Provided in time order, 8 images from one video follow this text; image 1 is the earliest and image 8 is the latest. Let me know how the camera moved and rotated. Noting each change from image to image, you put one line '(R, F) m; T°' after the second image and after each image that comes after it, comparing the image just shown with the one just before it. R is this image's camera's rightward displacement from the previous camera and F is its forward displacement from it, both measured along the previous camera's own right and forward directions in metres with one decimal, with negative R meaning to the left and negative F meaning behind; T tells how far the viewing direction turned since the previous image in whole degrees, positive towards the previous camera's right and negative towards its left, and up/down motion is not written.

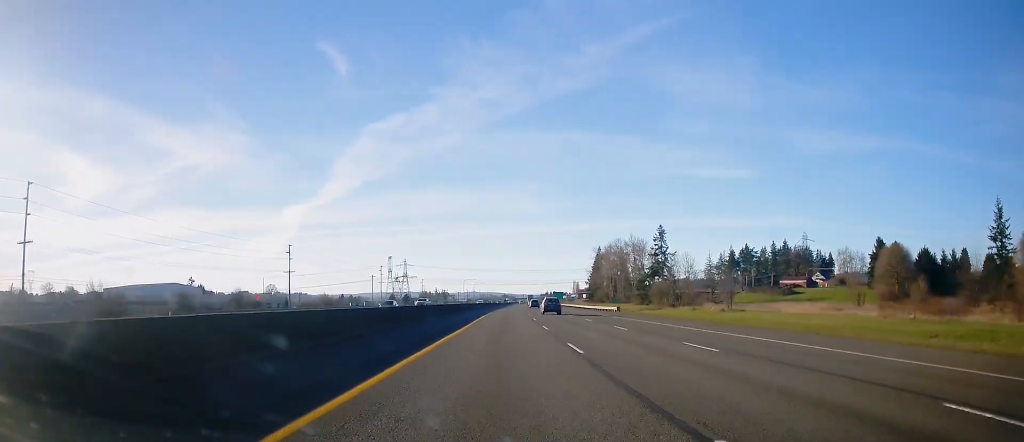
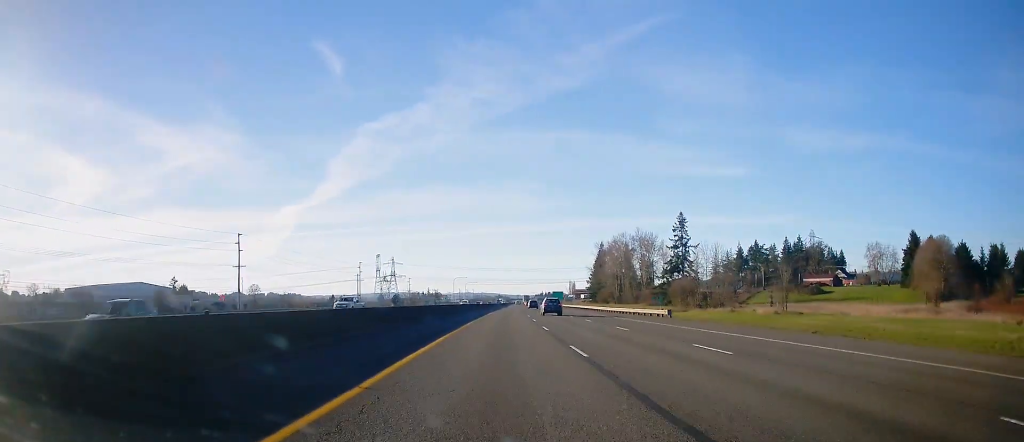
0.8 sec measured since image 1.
(-0.1, +25.6) m; 0°
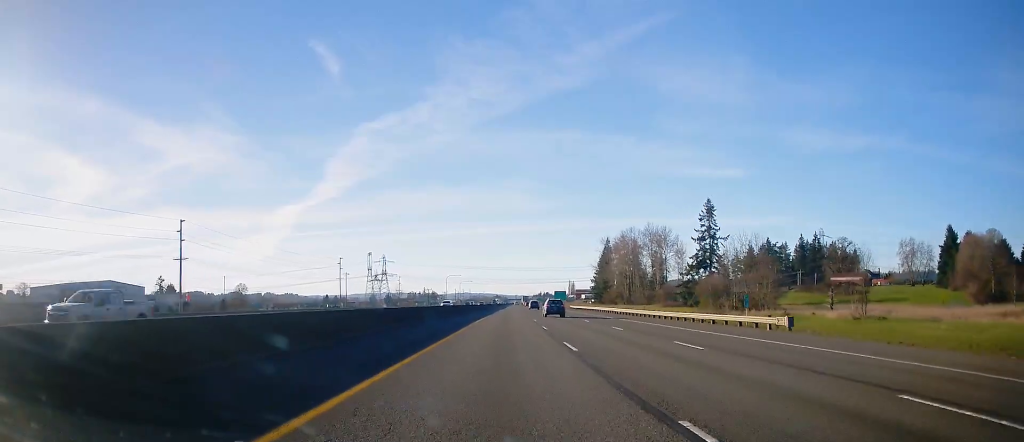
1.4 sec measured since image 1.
(0.0, +22.3) m; 0°
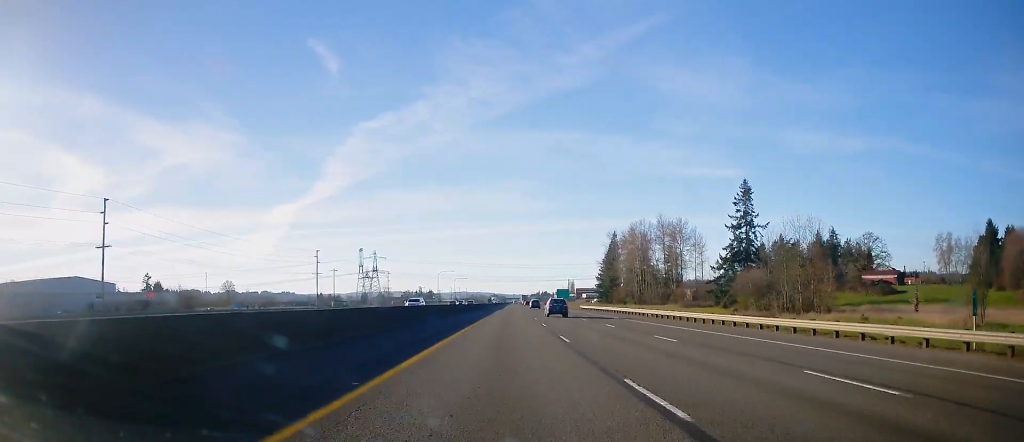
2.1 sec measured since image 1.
(+0.1, +21.2) m; +1°
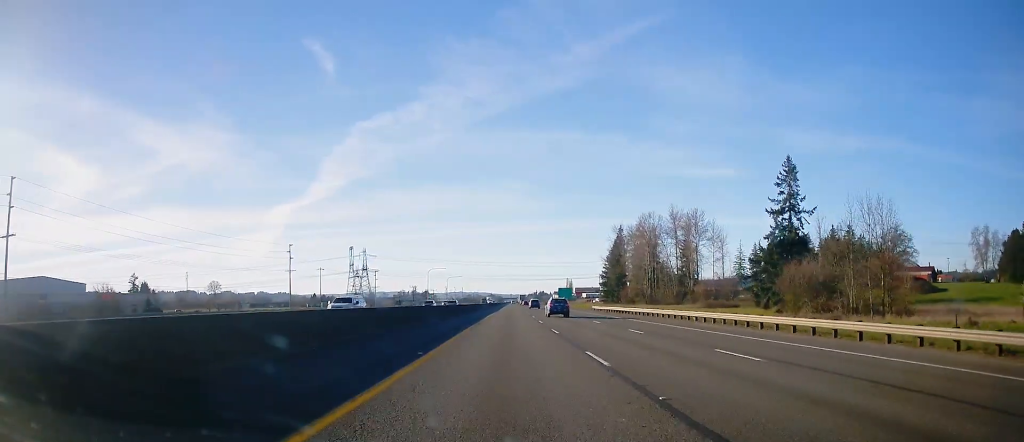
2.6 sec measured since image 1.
(+0.1, +19.0) m; 0°
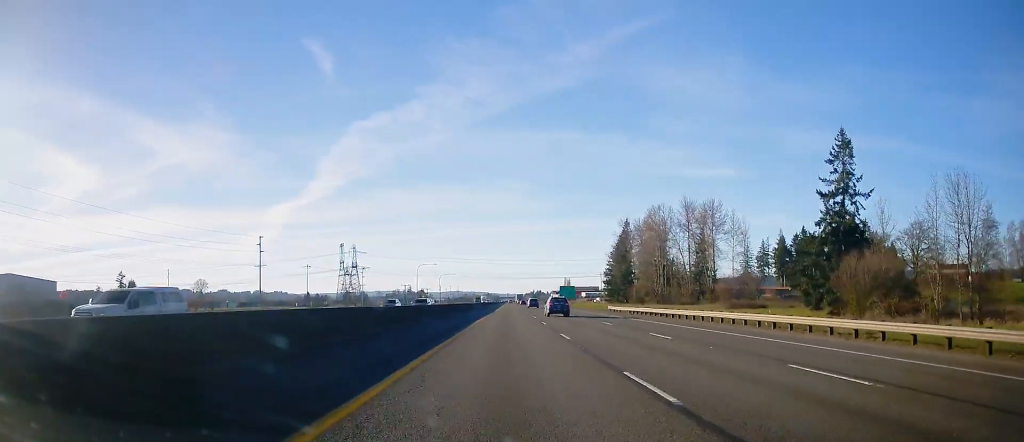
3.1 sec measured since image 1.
(+0.1, +16.7) m; 0°
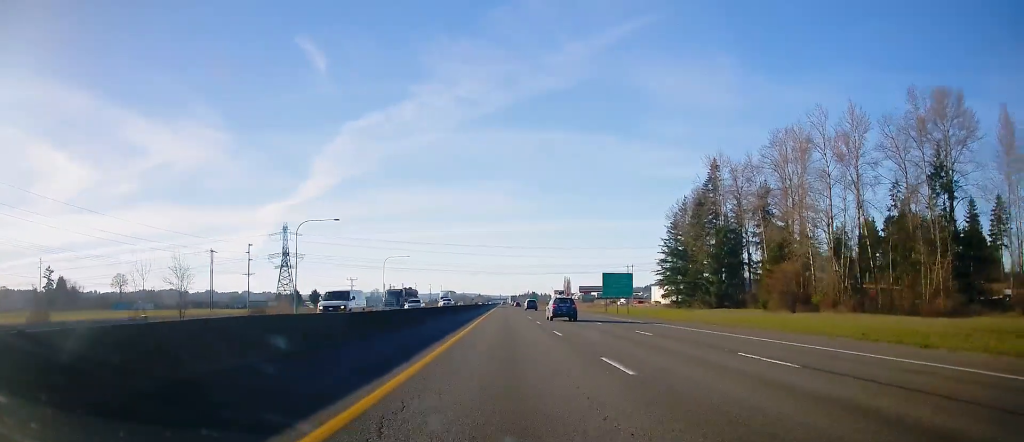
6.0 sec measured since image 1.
(+1.0, +96.0) m; +1°
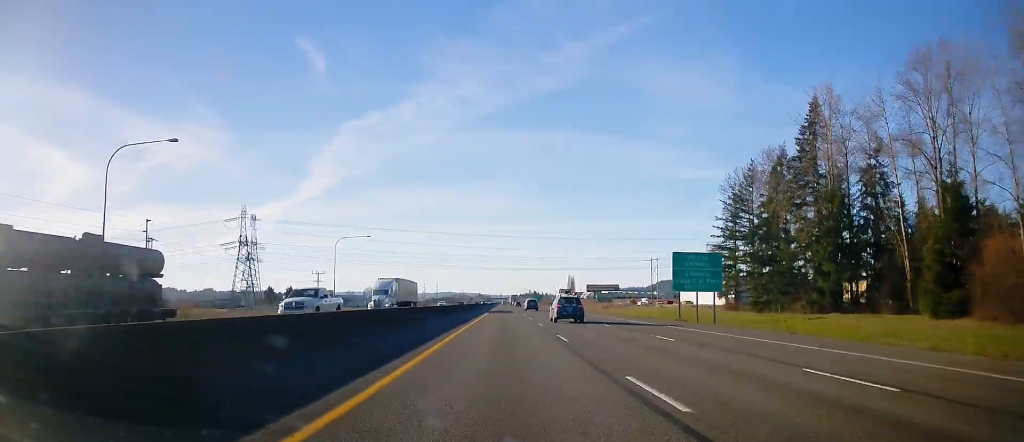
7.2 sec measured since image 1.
(-0.6, +40.2) m; -1°
